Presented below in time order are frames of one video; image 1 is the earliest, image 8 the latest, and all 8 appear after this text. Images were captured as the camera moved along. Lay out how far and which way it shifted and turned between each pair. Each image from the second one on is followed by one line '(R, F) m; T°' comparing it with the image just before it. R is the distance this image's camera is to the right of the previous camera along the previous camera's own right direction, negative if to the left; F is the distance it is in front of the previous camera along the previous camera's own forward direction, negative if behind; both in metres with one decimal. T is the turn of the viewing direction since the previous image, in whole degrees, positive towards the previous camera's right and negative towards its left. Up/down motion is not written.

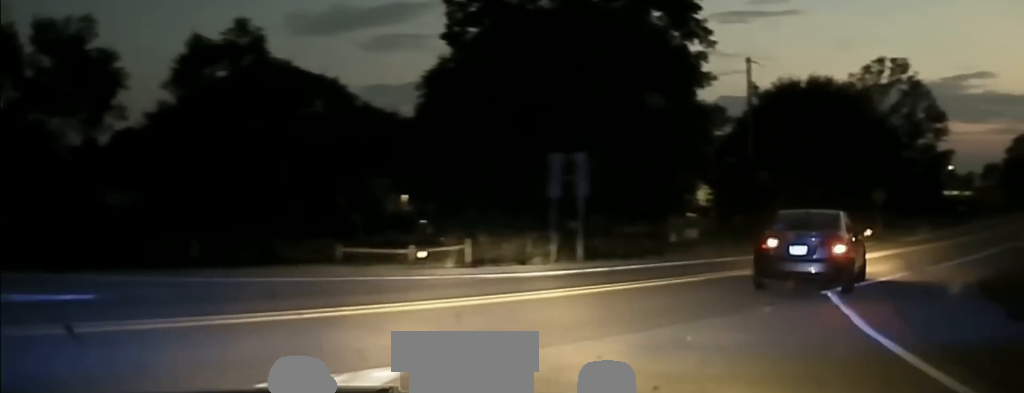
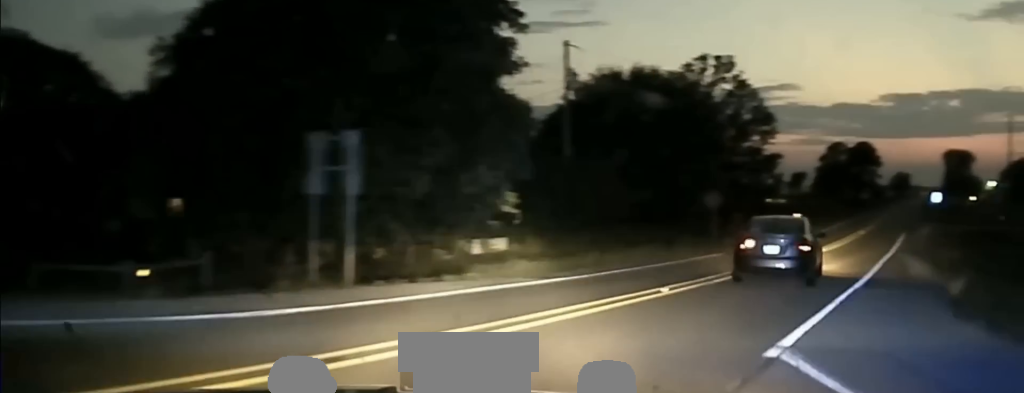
(+0.8, +7.2) m; +10°
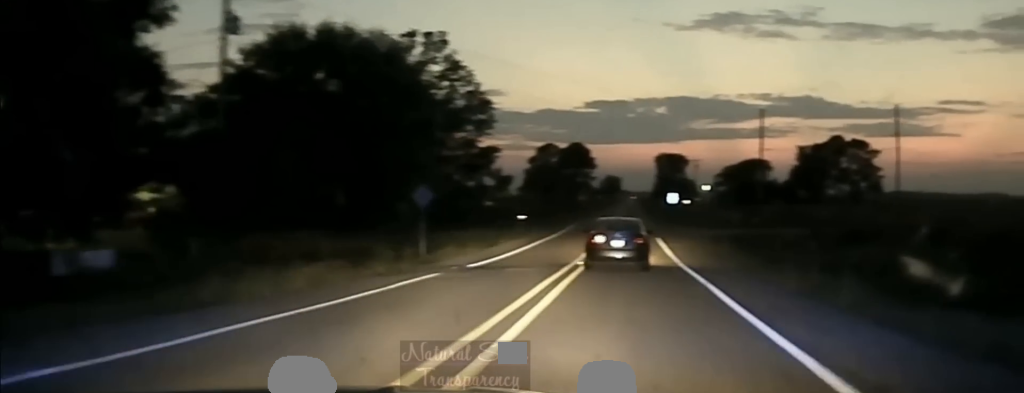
(+0.8, +11.6) m; +12°
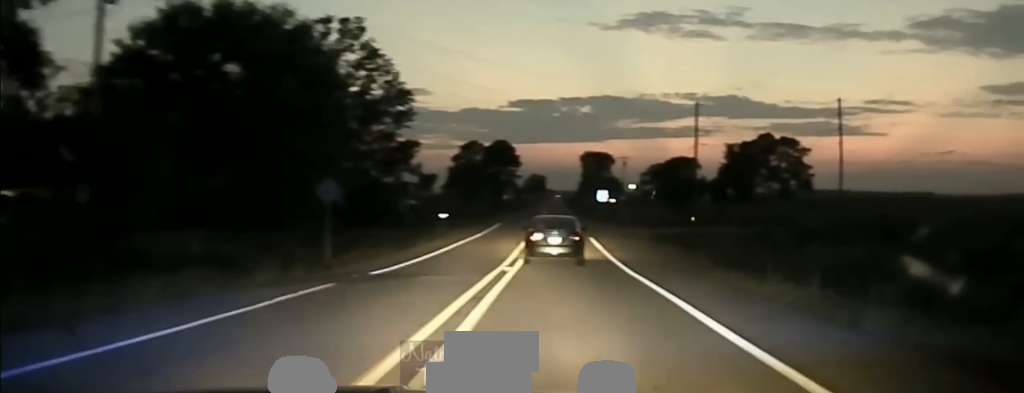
(+0.5, +4.7) m; +4°
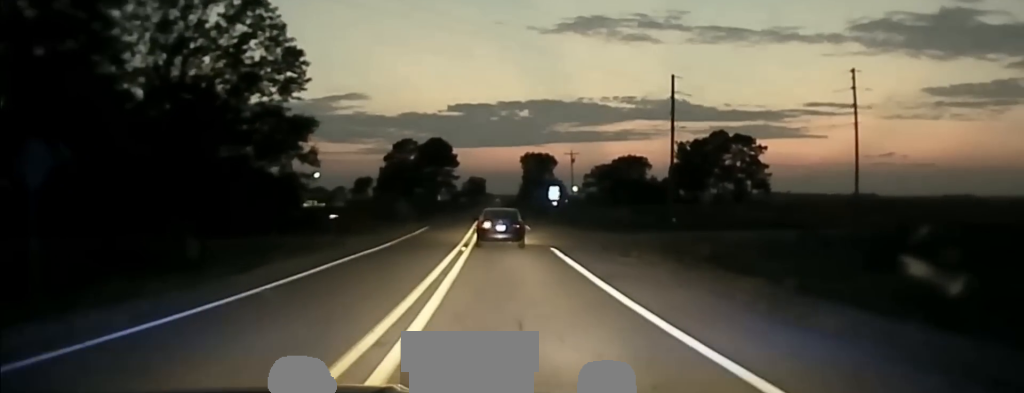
(+2.0, +18.5) m; +7°
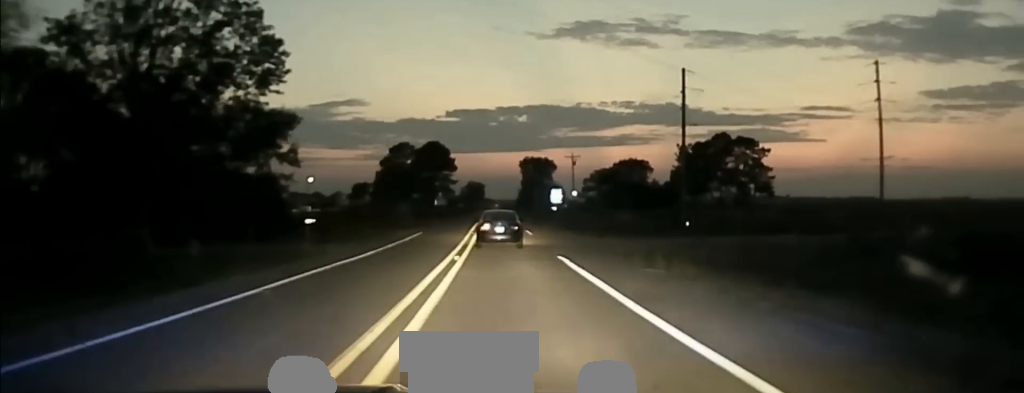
(-0.1, +7.4) m; 0°
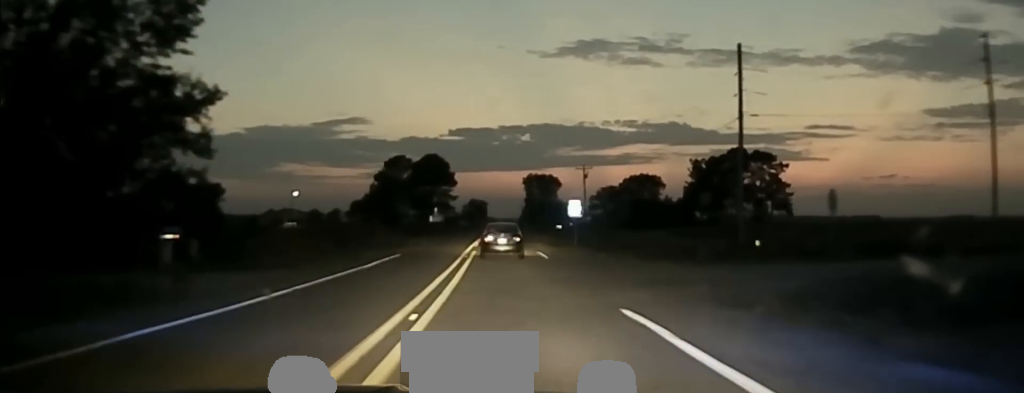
(-0.2, +15.5) m; -1°
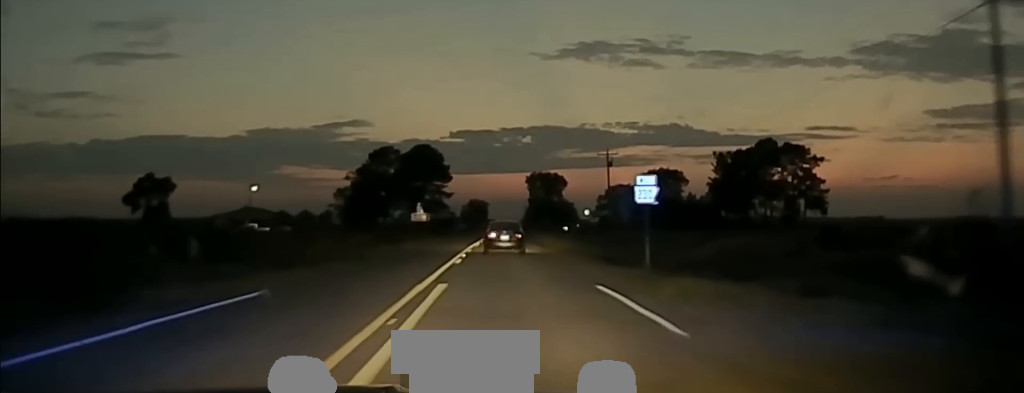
(-0.1, +28.3) m; 0°
